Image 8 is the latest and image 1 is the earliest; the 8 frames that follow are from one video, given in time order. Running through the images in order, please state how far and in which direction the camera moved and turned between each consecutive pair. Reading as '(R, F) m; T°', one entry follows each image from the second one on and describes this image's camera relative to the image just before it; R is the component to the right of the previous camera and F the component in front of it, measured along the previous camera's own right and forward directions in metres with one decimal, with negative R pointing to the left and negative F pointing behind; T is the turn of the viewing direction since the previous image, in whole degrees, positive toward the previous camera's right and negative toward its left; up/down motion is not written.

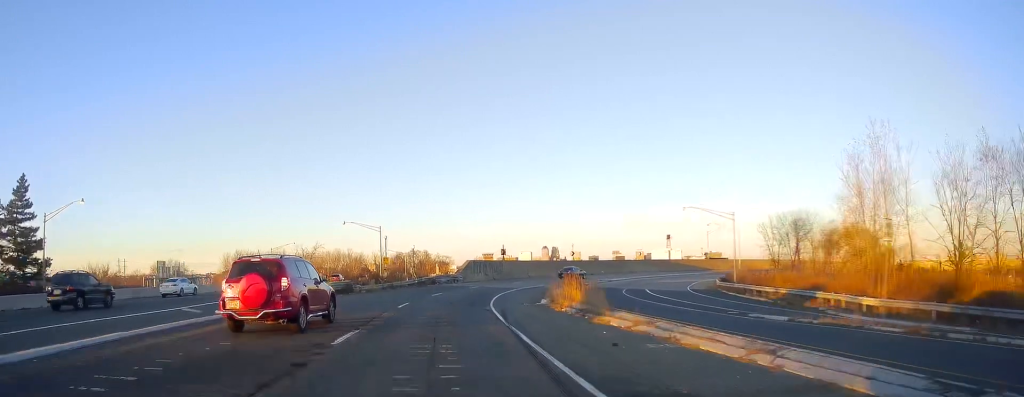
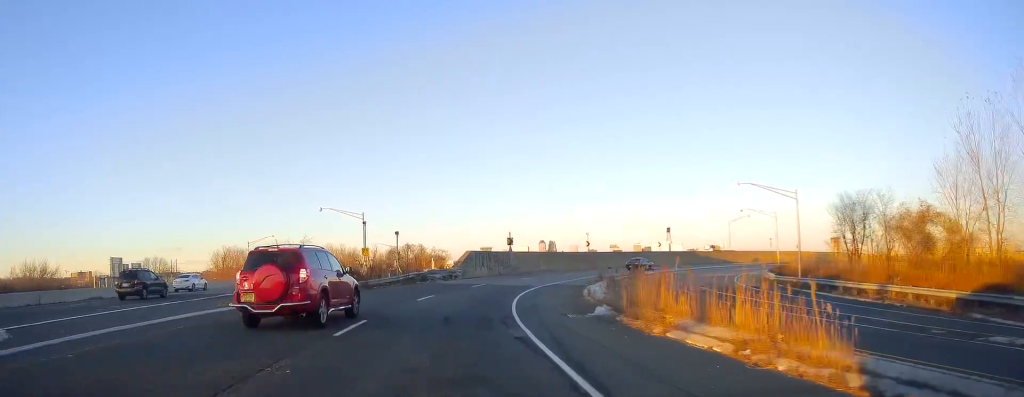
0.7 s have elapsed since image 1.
(0.0, +12.4) m; +1°
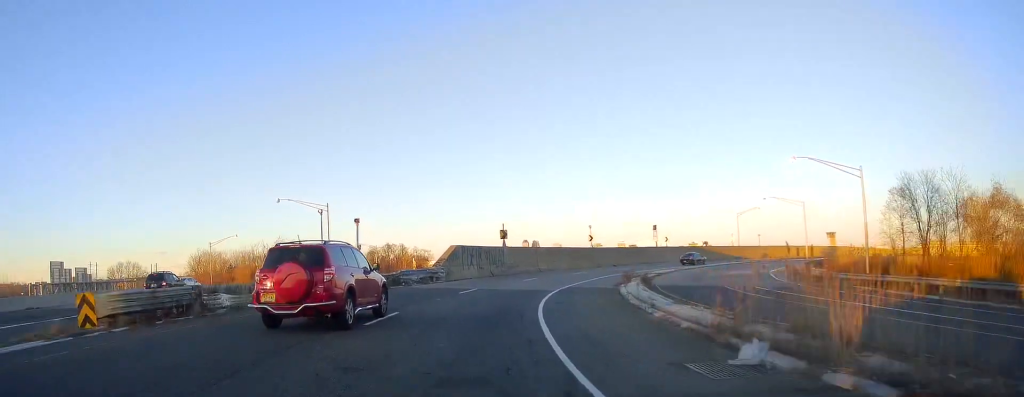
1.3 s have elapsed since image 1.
(+0.1, +10.7) m; +1°
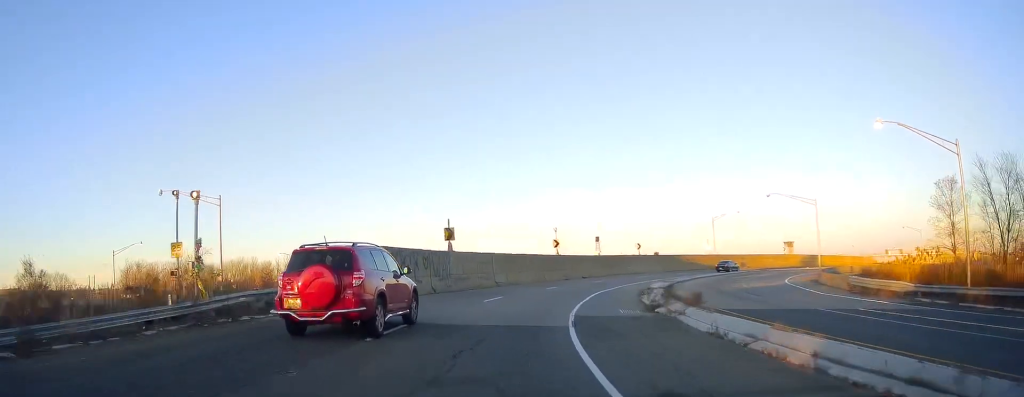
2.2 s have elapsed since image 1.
(+0.2, +14.5) m; +2°
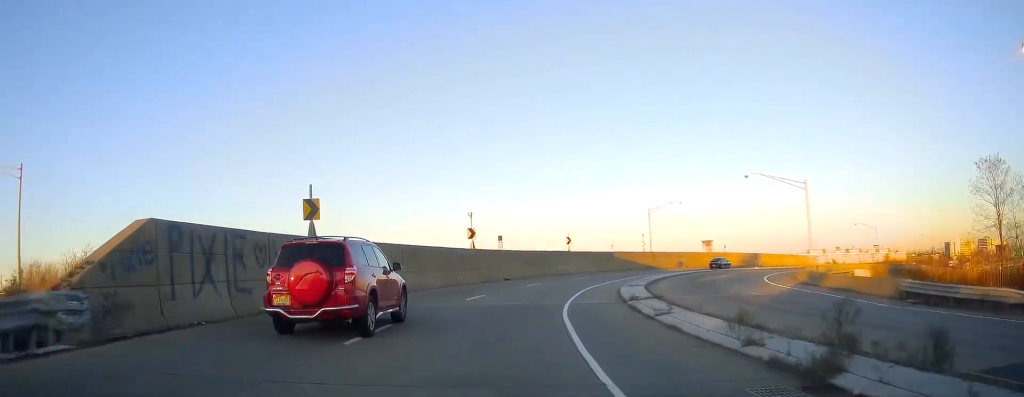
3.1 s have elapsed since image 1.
(0.0, +13.8) m; +4°
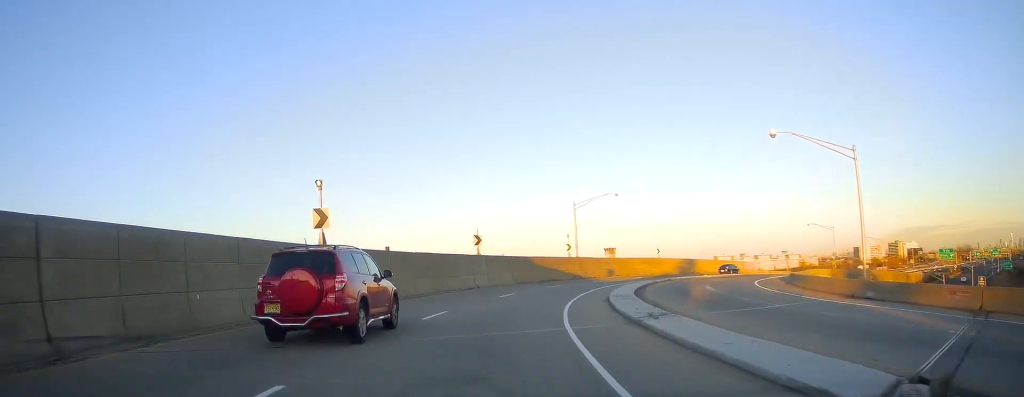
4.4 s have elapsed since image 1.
(+1.9, +18.9) m; +11°
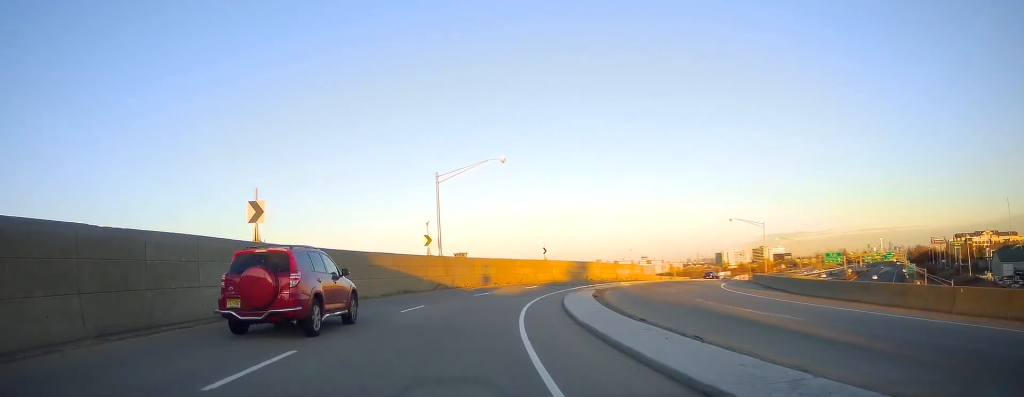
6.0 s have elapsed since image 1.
(+2.9, +21.8) m; +17°
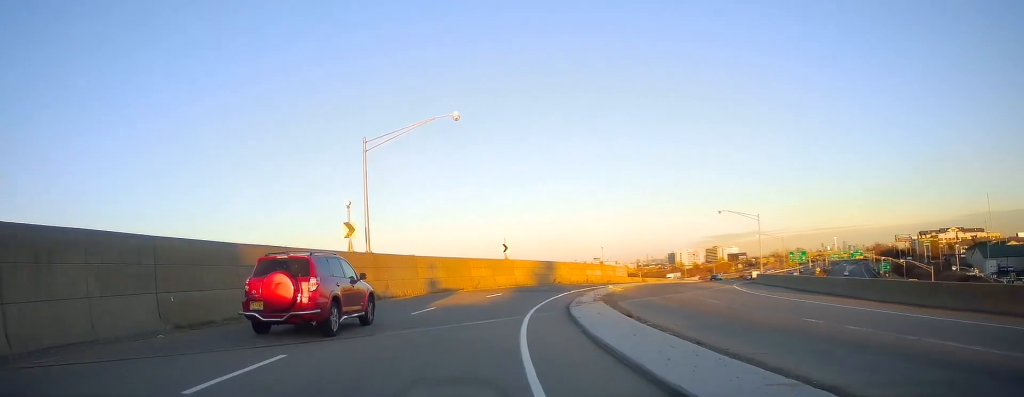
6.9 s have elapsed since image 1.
(+1.2, +12.2) m; +7°
